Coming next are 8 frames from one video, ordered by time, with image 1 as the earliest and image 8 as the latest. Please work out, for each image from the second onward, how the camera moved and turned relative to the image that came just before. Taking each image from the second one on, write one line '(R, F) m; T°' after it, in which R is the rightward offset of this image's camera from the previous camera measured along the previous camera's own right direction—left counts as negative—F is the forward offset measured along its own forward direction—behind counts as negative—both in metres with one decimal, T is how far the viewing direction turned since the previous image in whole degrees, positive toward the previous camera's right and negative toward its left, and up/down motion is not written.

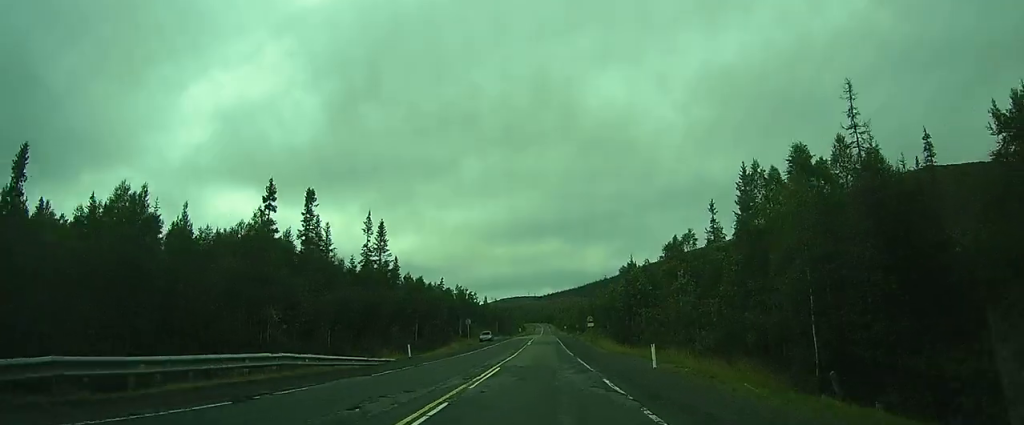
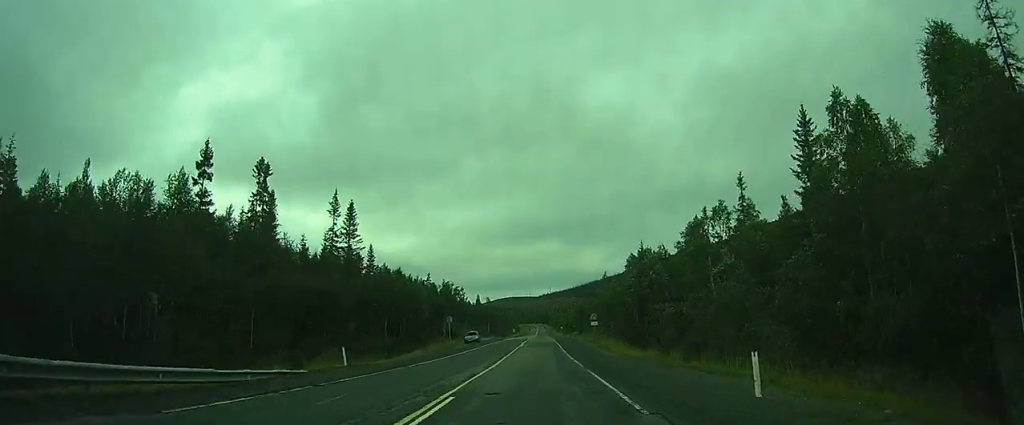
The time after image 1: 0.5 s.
(-0.1, +10.5) m; 0°
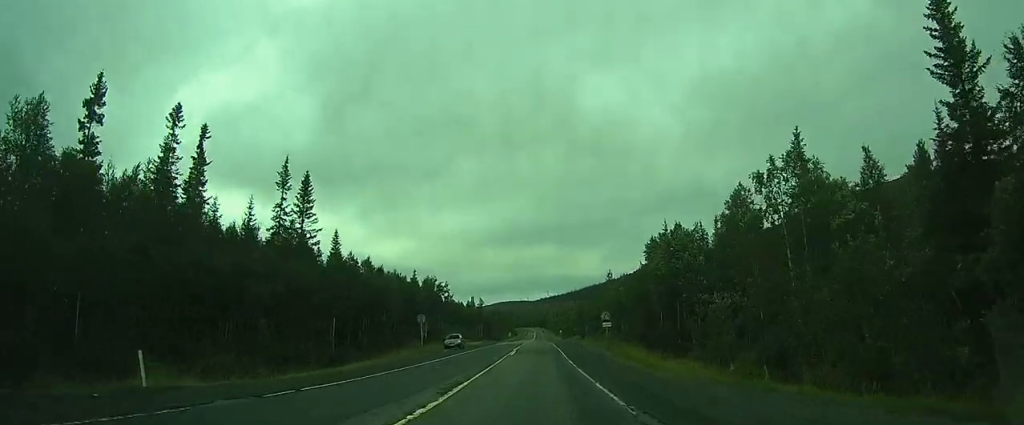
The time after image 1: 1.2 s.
(-0.1, +12.5) m; 0°
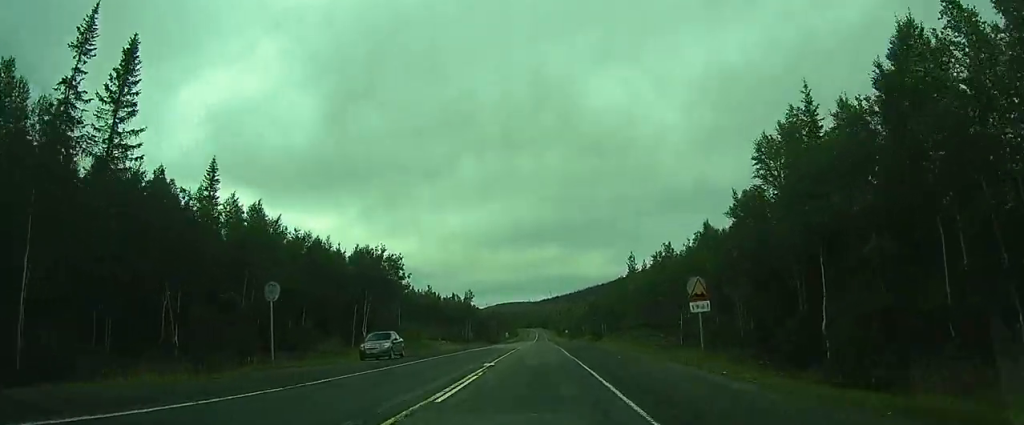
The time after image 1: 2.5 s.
(+0.3, +25.9) m; +1°
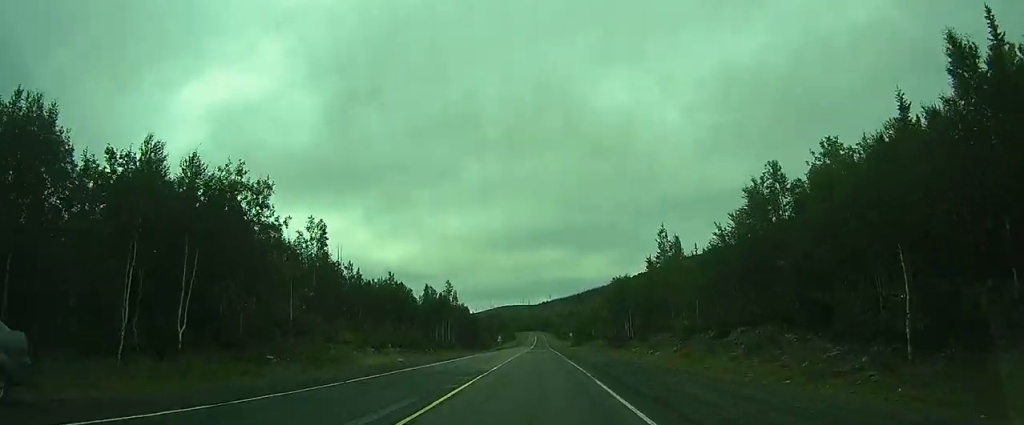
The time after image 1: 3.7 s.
(+0.1, +25.0) m; +1°
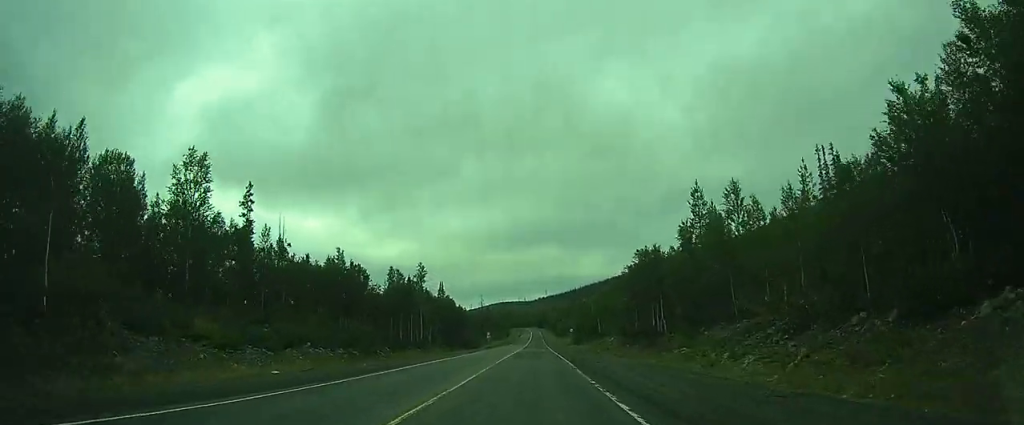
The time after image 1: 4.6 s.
(+0.1, +17.9) m; 0°
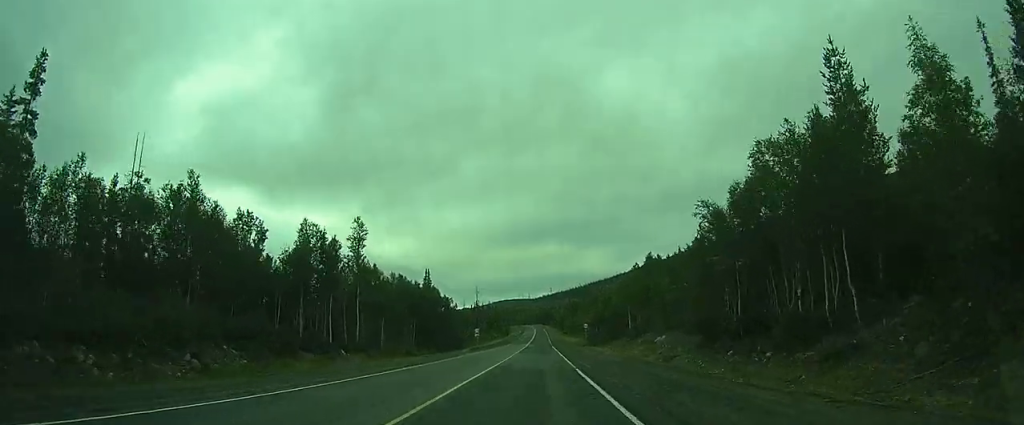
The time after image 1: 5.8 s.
(+0.1, +26.8) m; +1°
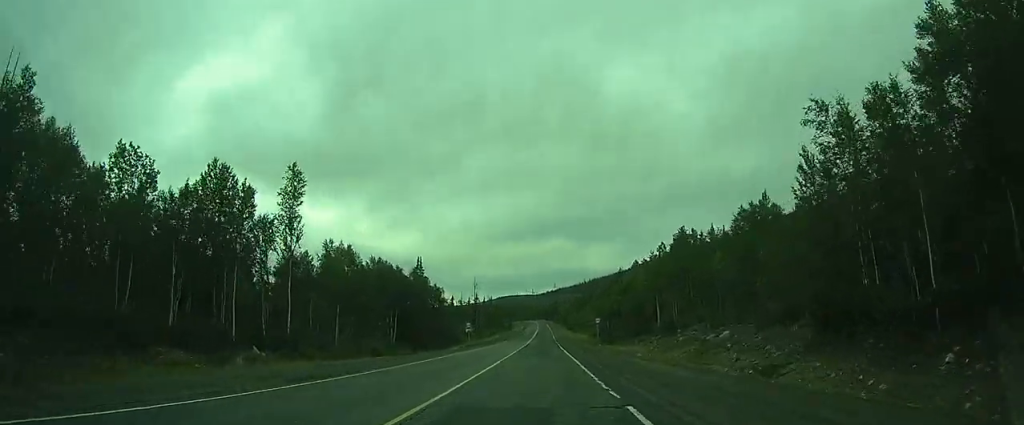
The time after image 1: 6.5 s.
(+0.1, +13.7) m; 0°
